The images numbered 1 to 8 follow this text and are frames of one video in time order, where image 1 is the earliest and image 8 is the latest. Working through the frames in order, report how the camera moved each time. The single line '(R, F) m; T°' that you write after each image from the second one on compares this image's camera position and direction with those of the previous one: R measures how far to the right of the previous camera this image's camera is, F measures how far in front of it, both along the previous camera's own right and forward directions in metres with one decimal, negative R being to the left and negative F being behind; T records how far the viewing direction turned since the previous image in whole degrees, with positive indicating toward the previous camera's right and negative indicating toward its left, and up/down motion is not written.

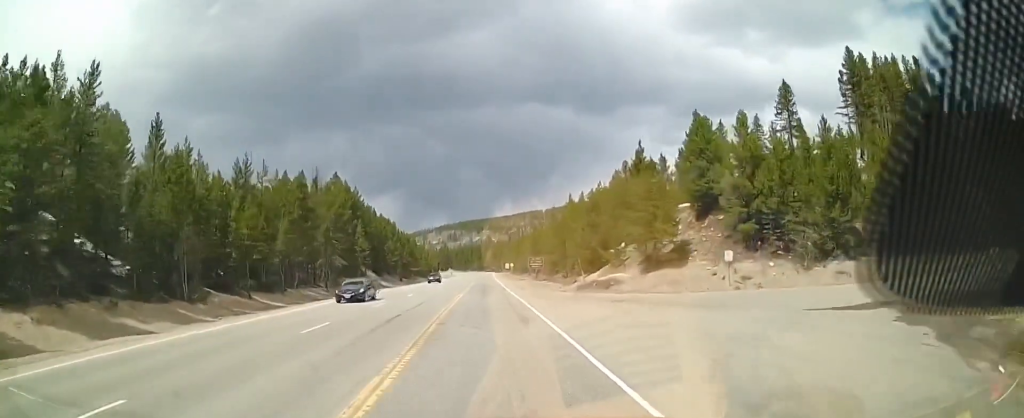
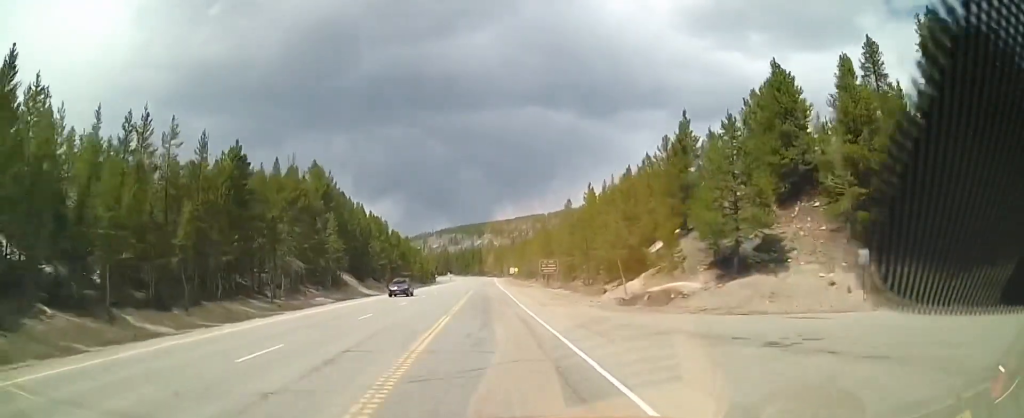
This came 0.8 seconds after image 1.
(+0.1, +16.9) m; 0°
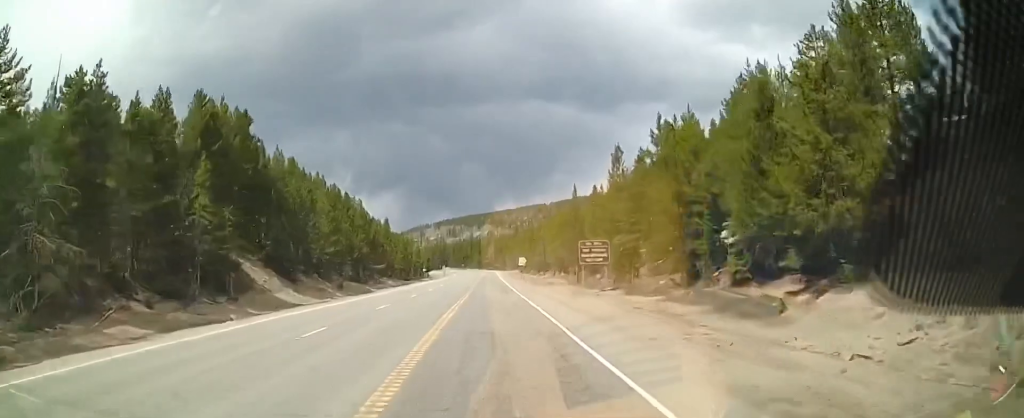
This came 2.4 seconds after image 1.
(-0.5, +33.1) m; -1°
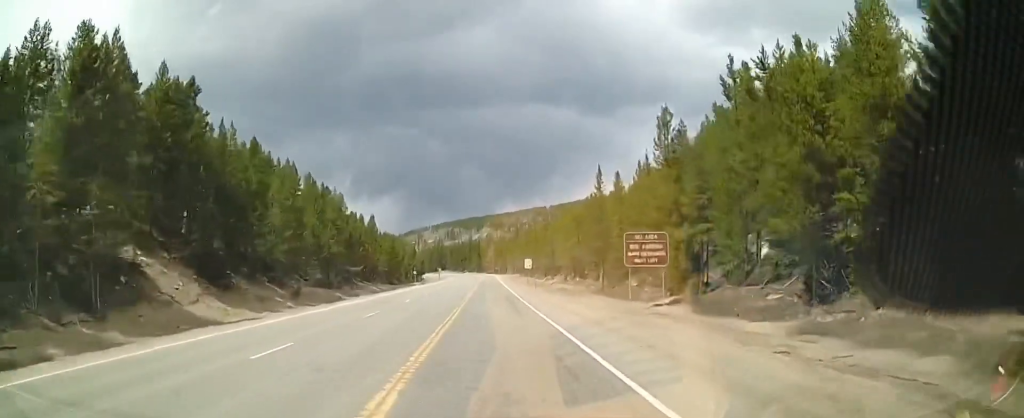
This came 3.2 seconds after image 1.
(-0.2, +15.6) m; +1°
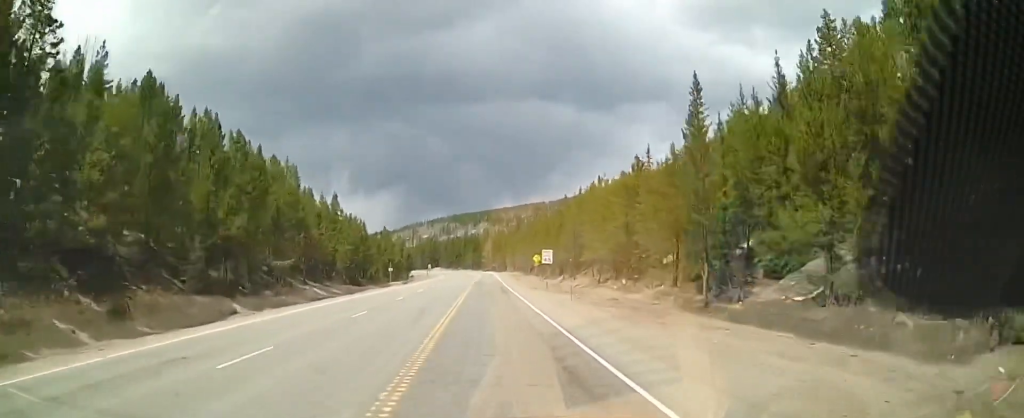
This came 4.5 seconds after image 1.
(+0.6, +26.5) m; +1°
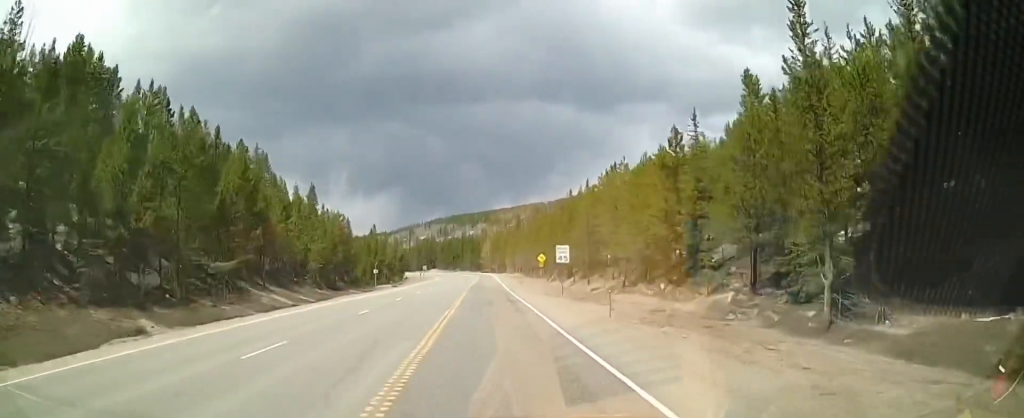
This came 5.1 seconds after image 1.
(0.0, +11.1) m; 0°
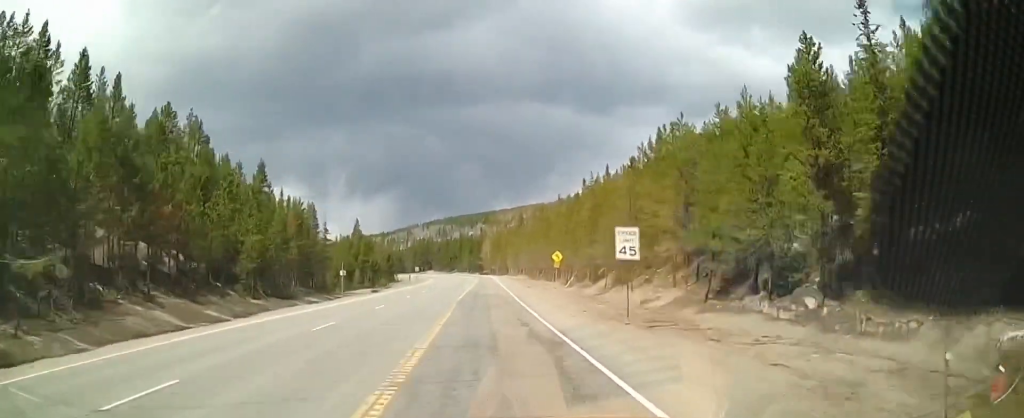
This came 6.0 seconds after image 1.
(0.0, +18.7) m; -1°
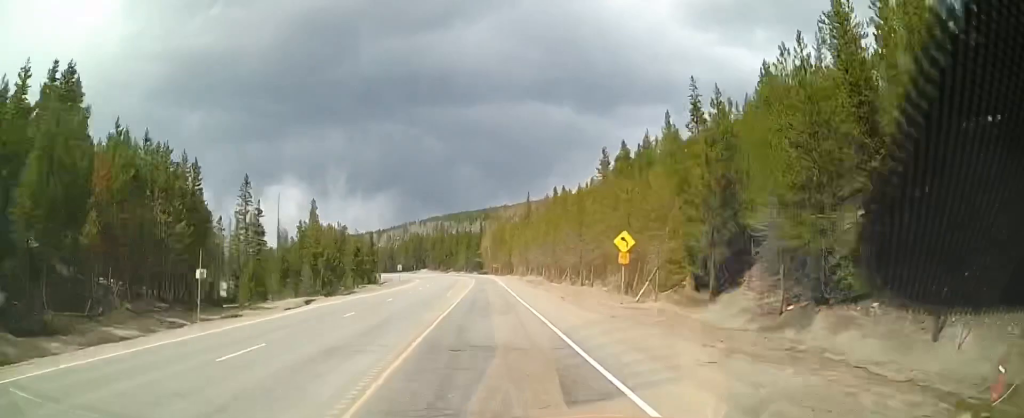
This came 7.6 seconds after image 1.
(+0.1, +30.8) m; +2°
